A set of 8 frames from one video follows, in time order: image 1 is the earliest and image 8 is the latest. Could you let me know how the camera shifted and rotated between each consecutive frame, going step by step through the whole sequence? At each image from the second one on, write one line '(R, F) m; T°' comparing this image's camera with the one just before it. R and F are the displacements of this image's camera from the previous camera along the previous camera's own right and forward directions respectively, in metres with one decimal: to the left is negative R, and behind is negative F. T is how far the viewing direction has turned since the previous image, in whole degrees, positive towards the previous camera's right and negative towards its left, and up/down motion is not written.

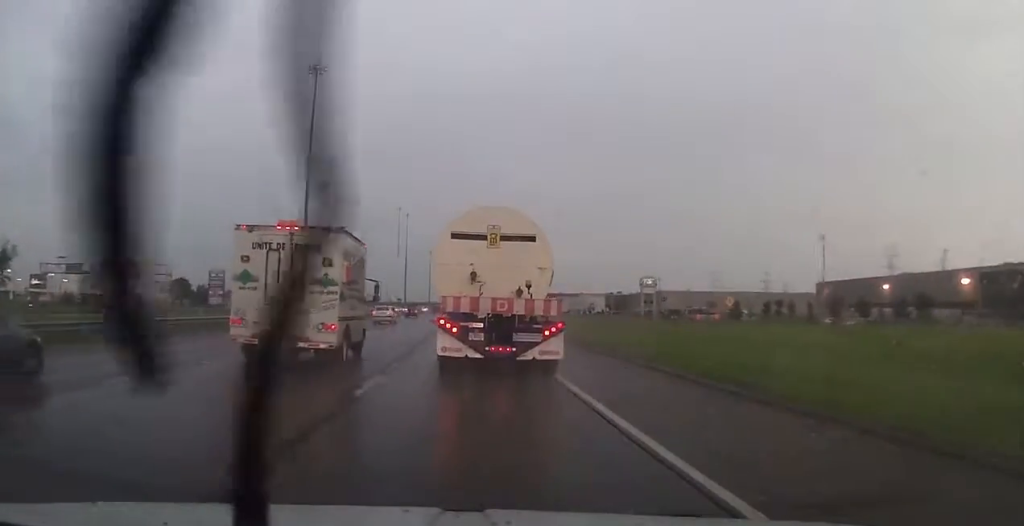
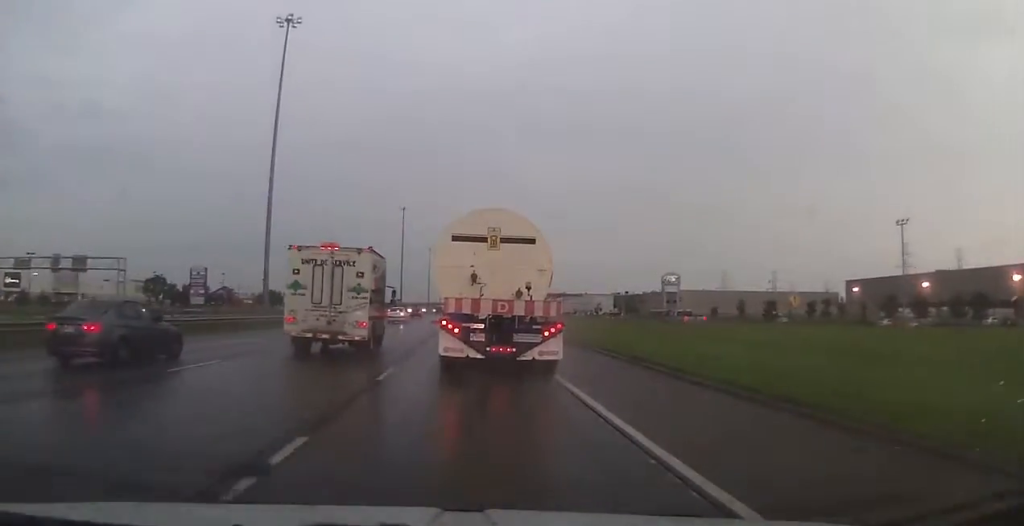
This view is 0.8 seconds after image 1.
(+0.2, +15.5) m; -1°
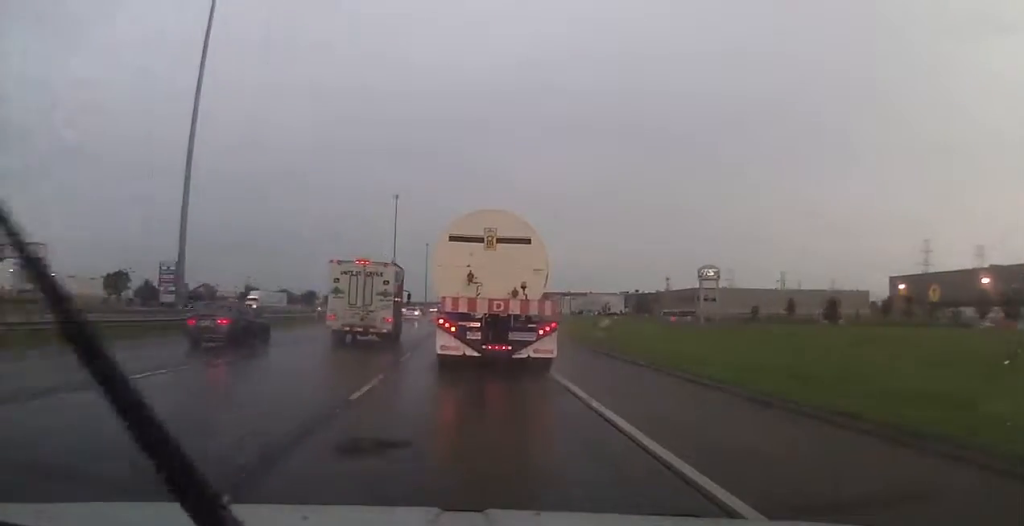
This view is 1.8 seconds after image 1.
(-0.5, +20.3) m; 0°
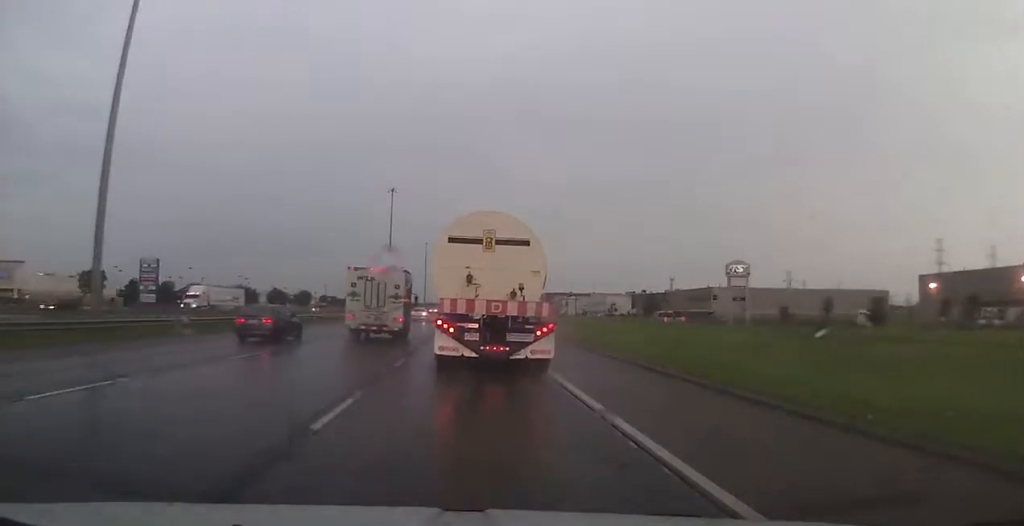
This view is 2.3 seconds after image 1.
(+0.3, +11.5) m; +1°
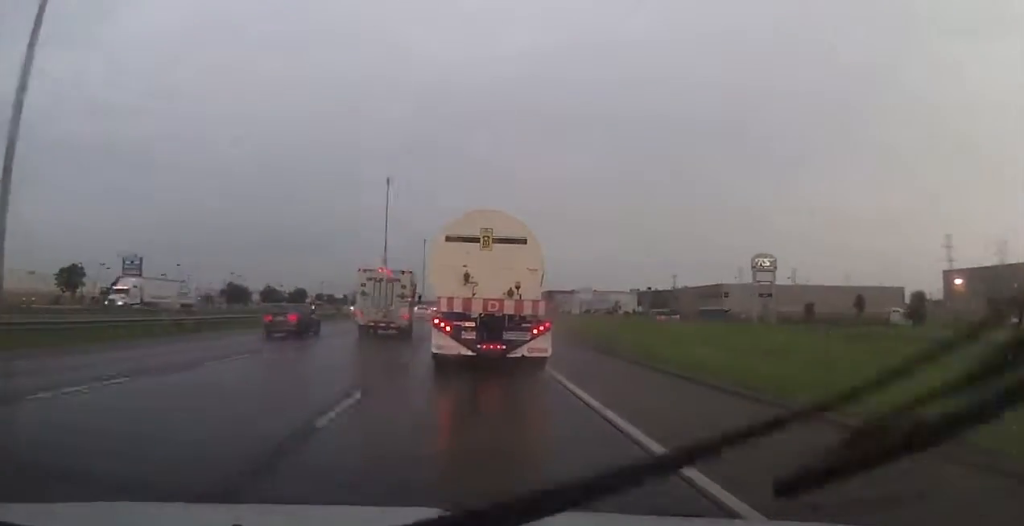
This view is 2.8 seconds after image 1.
(+0.1, +8.8) m; 0°
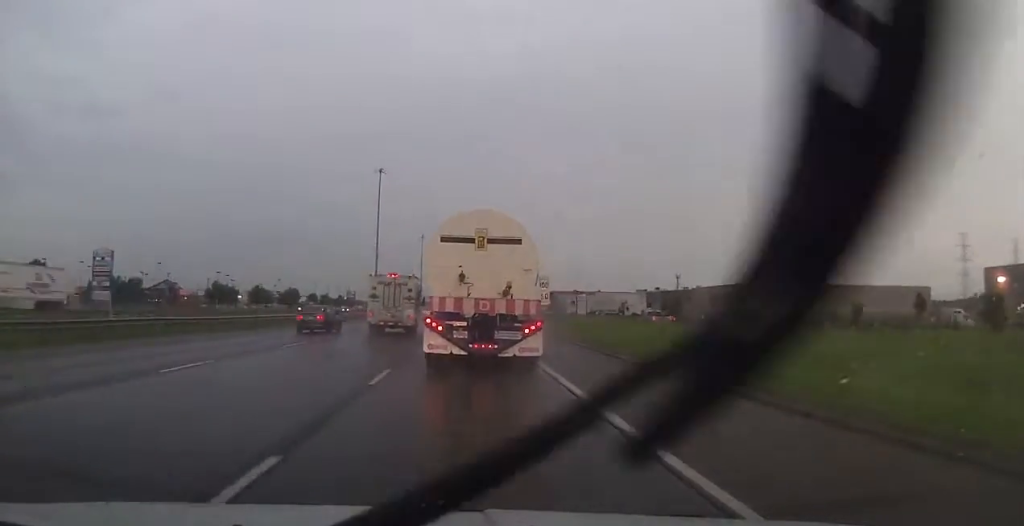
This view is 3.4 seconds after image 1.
(-0.2, +13.6) m; -1°
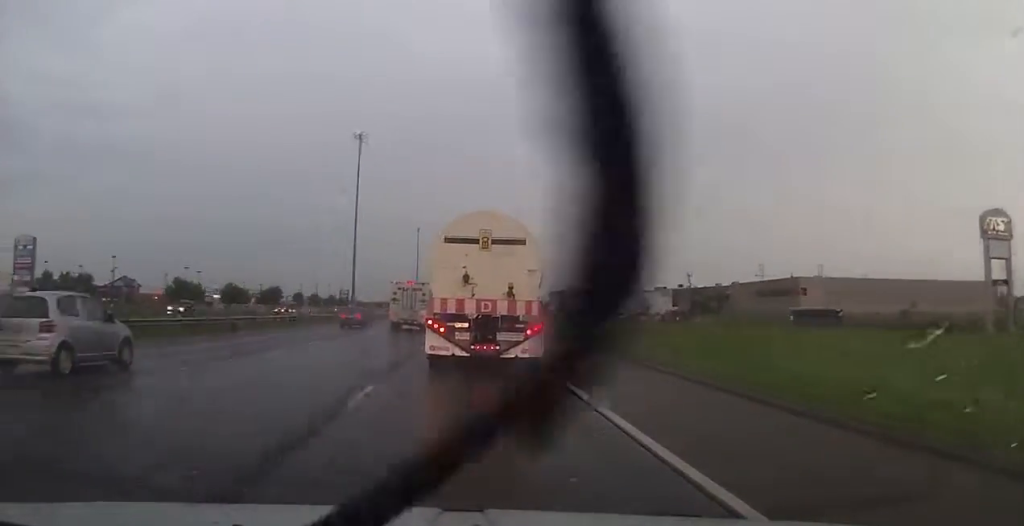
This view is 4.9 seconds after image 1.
(-0.4, +29.5) m; 0°
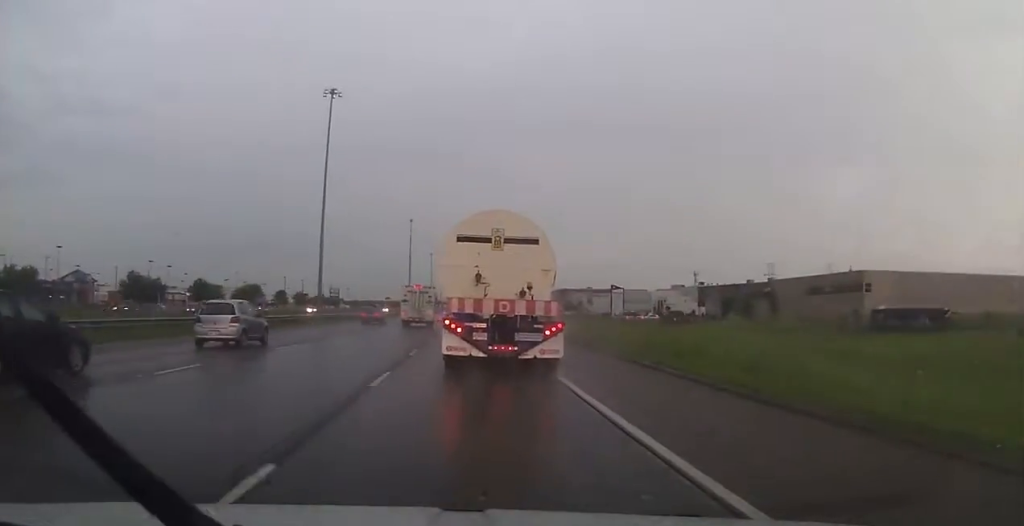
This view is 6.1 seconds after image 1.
(+0.3, +24.6) m; +1°
